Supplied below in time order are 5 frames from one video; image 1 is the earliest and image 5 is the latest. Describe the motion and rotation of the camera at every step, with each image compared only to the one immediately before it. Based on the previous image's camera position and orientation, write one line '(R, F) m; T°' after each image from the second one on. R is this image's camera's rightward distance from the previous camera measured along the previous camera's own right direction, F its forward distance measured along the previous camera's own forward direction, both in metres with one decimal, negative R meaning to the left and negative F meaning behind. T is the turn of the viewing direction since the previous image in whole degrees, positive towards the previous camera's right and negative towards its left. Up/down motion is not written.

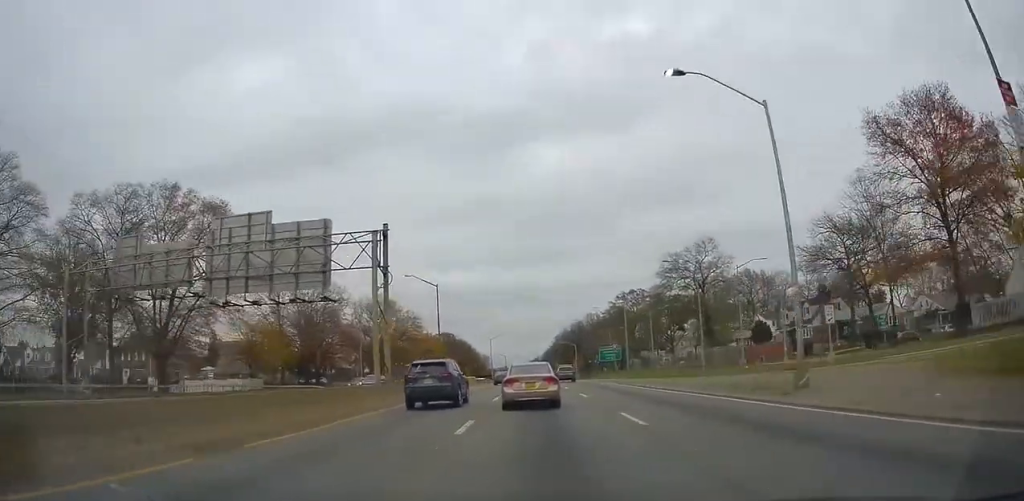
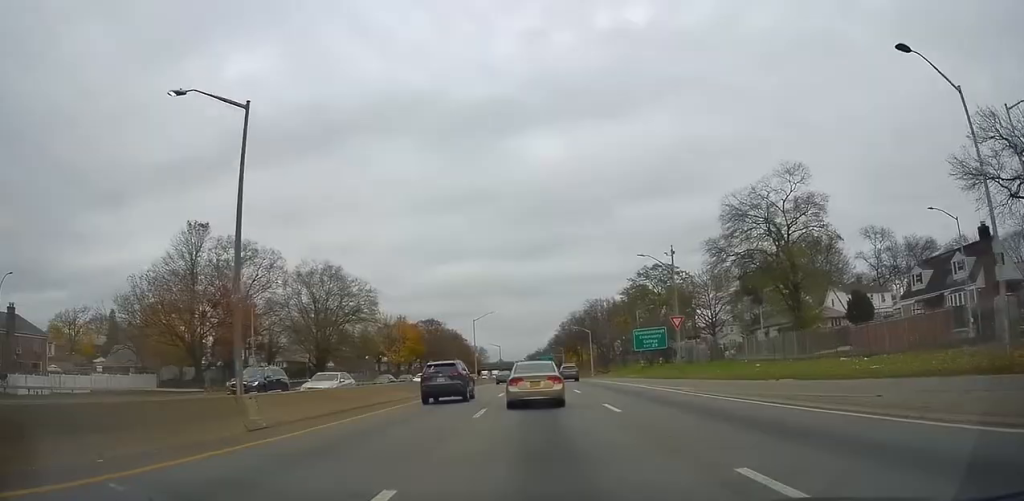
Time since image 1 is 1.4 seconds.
(0.0, +32.5) m; 0°
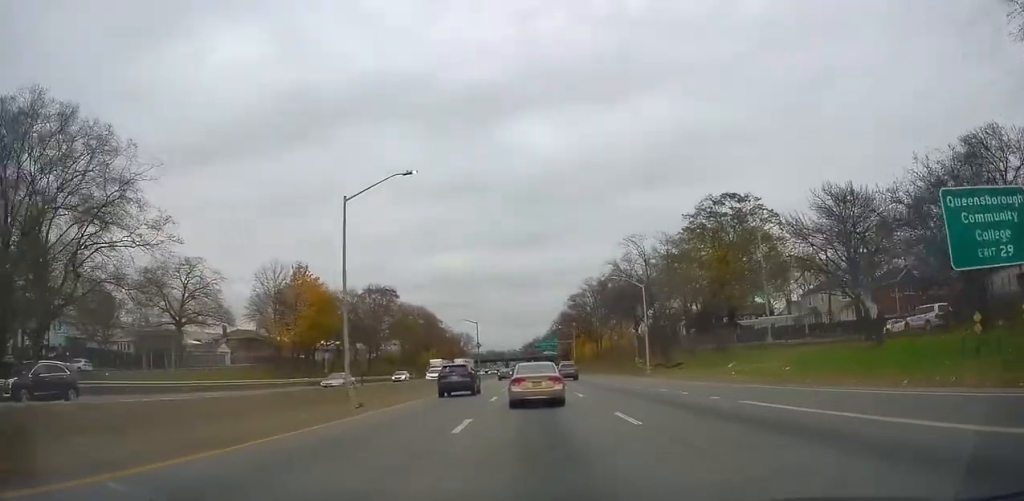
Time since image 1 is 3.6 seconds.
(+0.2, +52.6) m; 0°
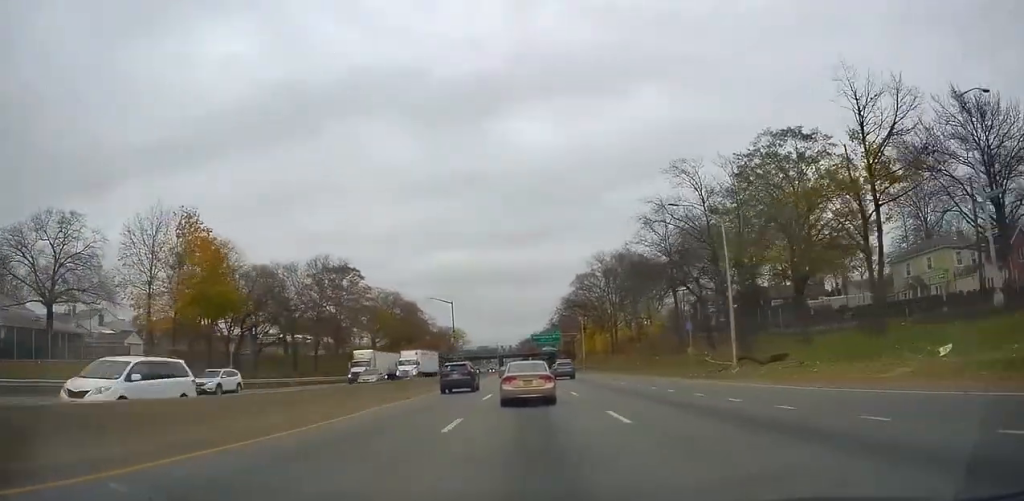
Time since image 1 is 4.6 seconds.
(0.0, +24.0) m; 0°
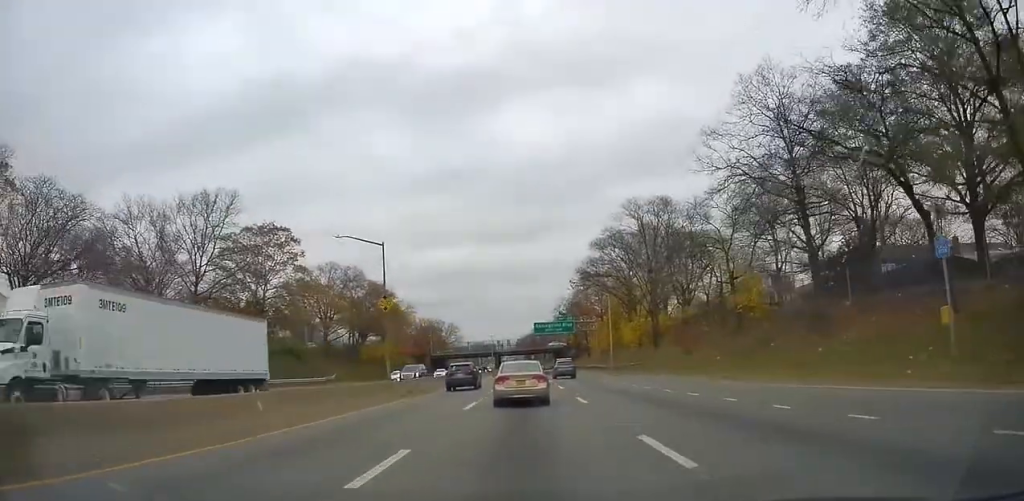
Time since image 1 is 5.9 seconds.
(-0.1, +29.2) m; -1°
